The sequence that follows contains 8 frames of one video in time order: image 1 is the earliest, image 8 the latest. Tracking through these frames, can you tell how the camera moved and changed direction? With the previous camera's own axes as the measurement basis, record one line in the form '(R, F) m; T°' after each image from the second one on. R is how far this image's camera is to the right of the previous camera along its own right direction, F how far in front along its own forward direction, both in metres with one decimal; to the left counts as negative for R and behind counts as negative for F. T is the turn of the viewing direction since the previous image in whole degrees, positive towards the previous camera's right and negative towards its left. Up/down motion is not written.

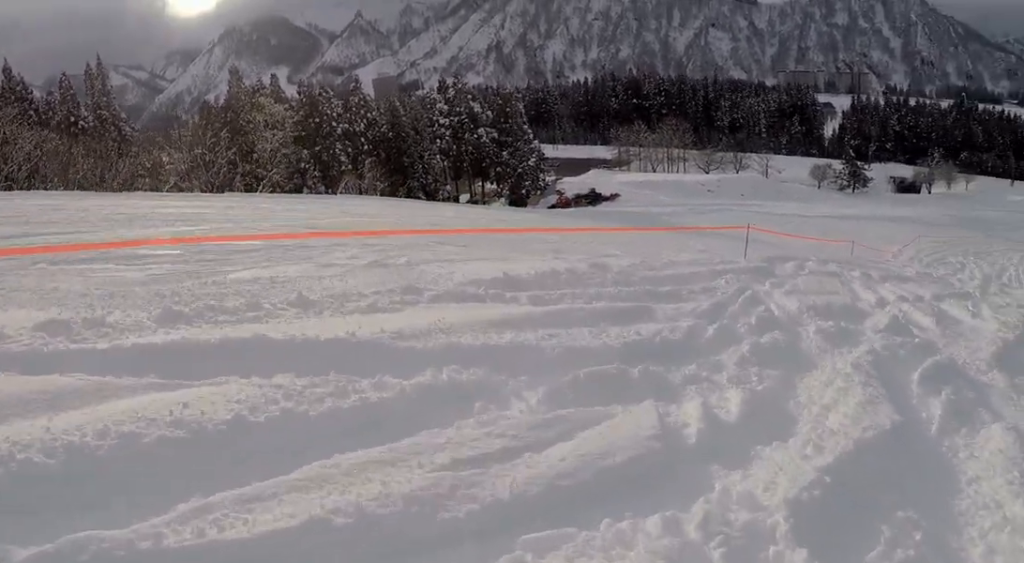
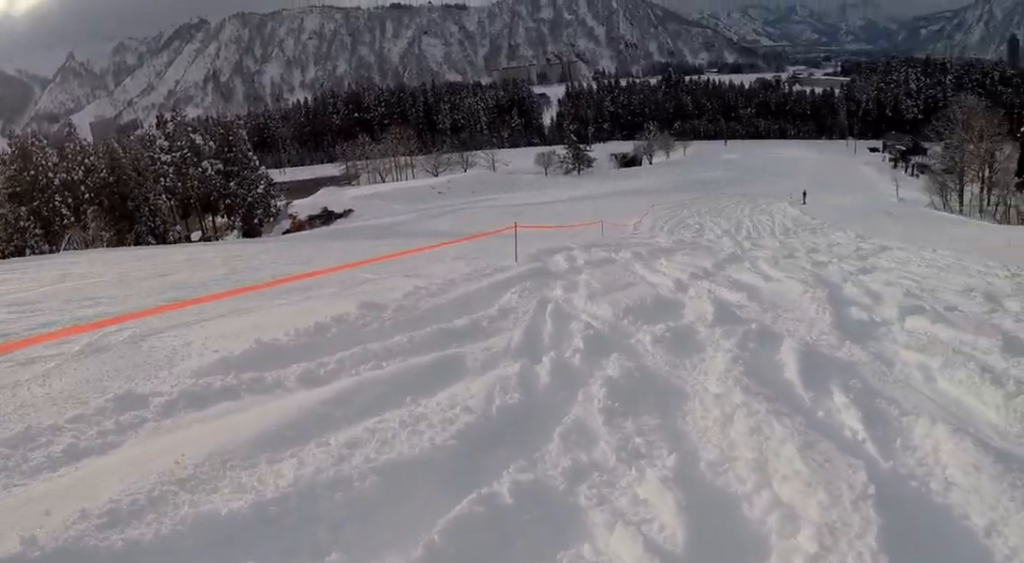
(+0.5, +2.5) m; +18°
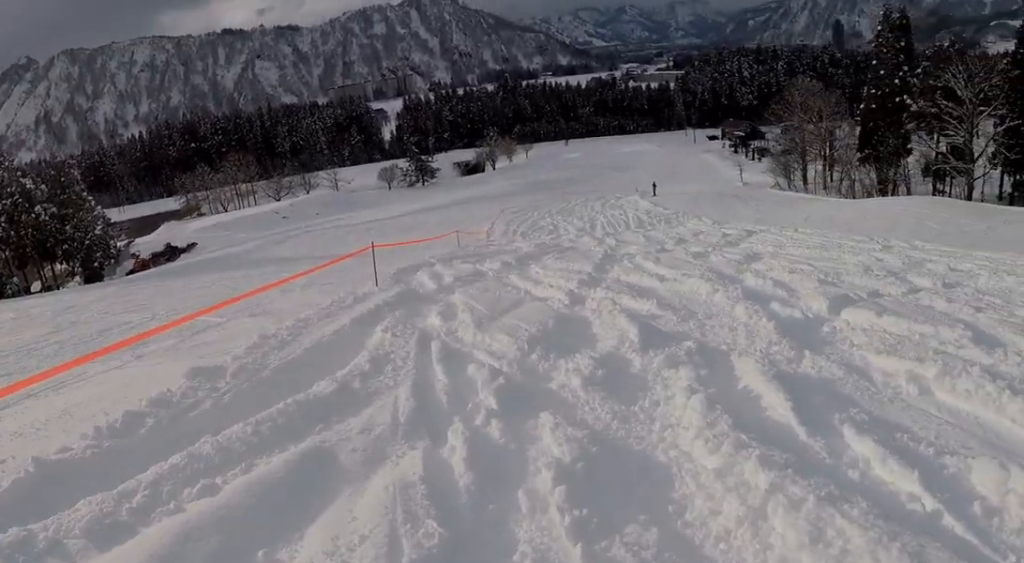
(0.0, +2.3) m; +15°
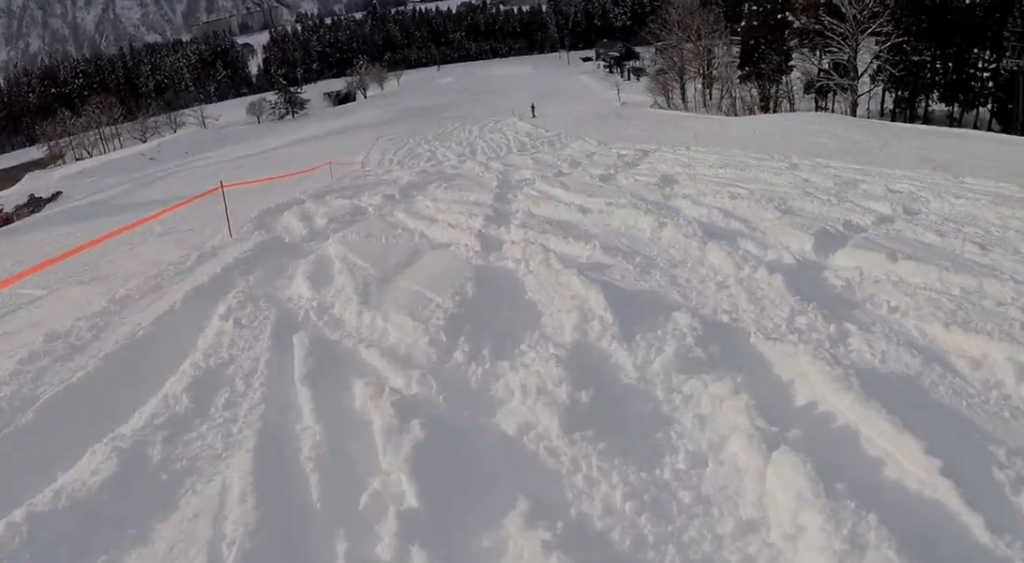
(+0.8, +3.1) m; +9°
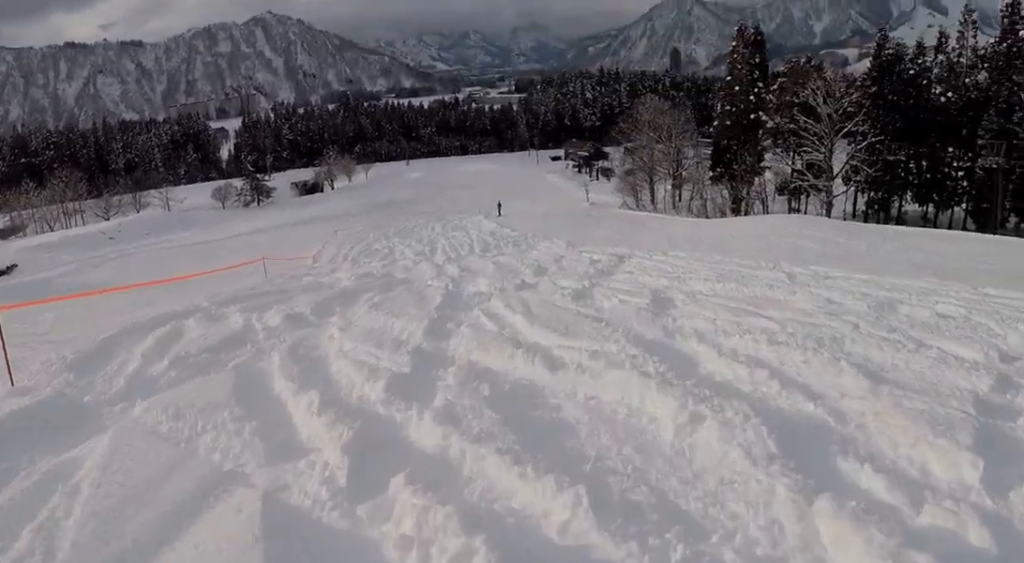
(+0.4, +4.5) m; +5°
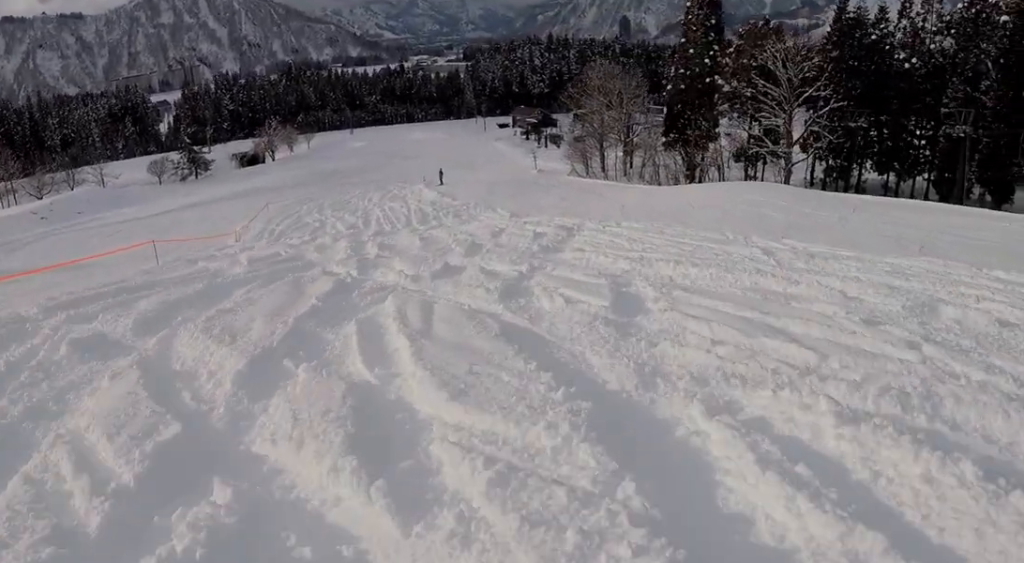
(0.0, +4.0) m; -1°
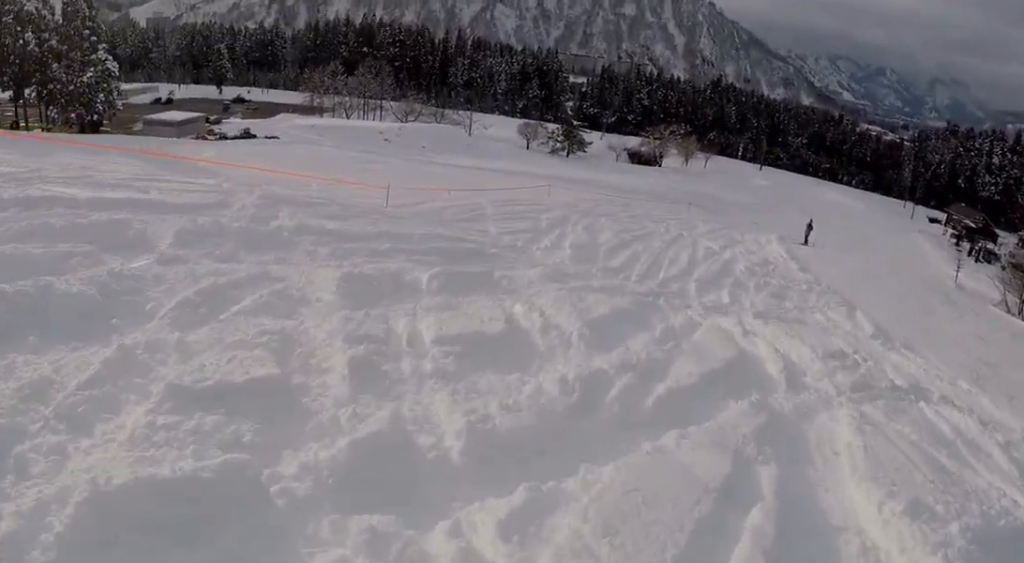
(-6.0, +21.8) m; -32°
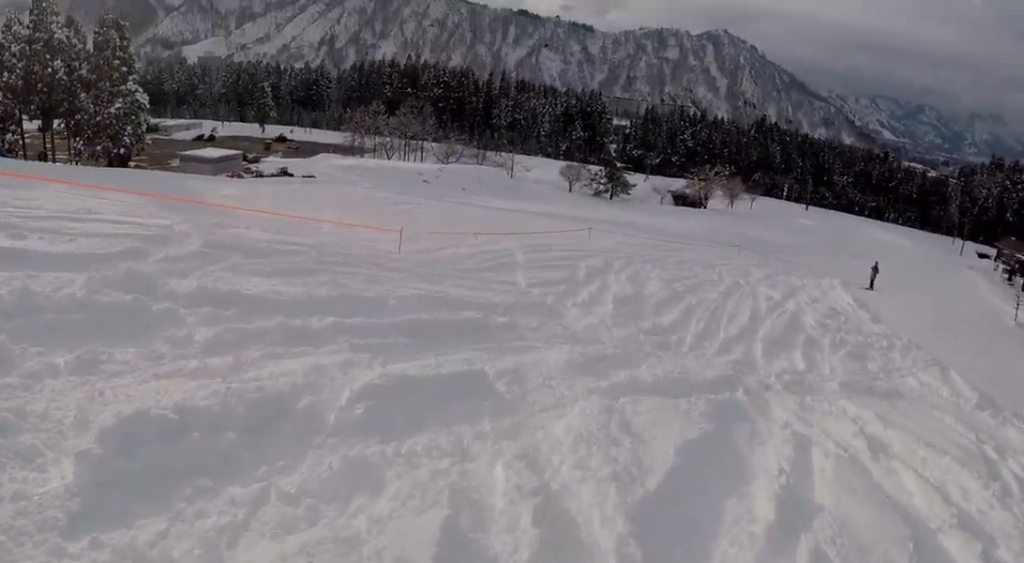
(-0.1, +4.2) m; -6°
